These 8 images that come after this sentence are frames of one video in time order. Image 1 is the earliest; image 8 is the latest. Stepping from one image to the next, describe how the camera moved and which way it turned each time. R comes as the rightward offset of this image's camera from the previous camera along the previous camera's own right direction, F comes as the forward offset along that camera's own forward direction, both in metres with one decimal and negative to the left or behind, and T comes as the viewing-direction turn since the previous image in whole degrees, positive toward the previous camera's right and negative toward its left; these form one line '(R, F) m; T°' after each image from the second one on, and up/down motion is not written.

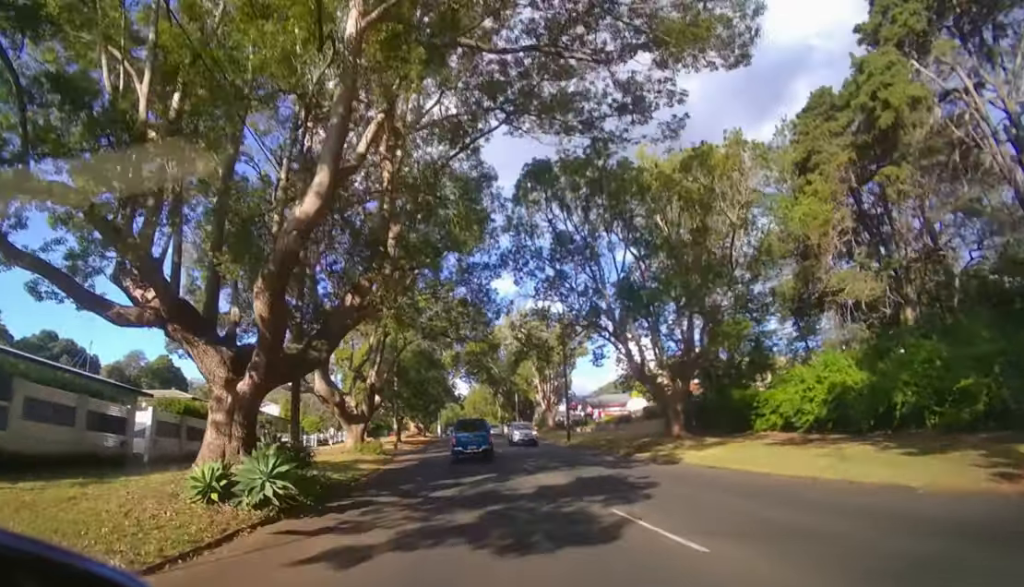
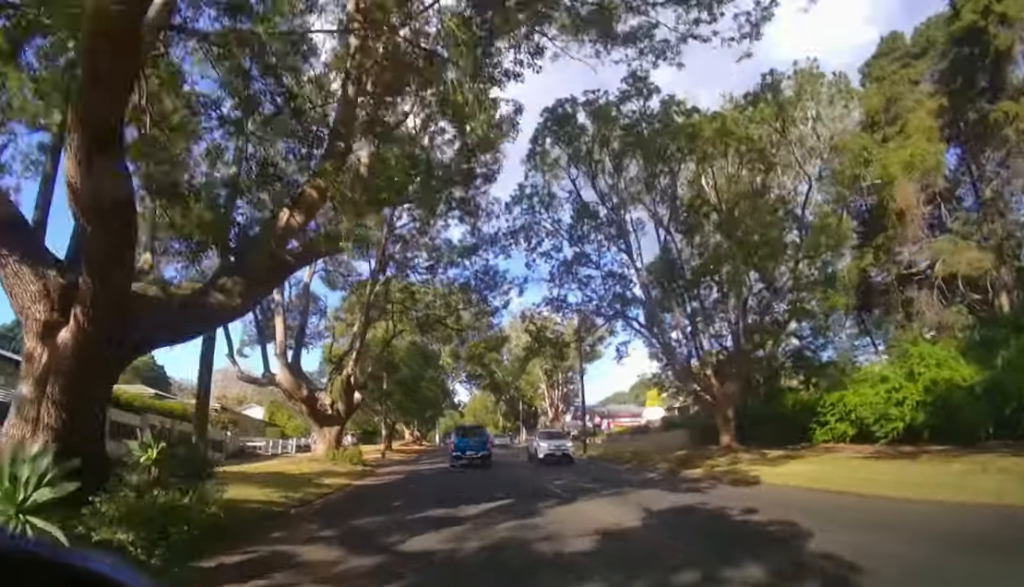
(0.0, +5.5) m; 0°
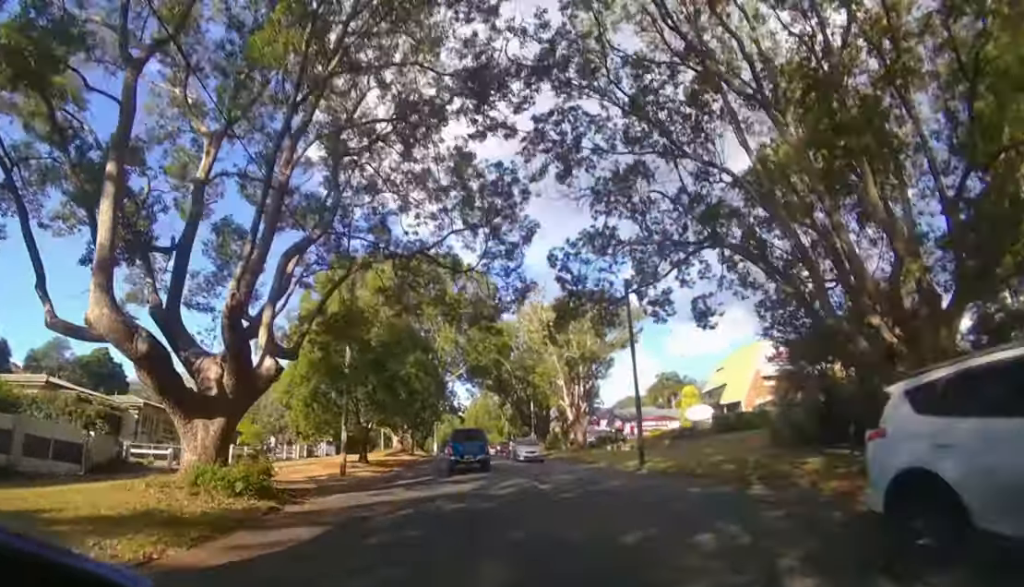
(-0.1, +11.3) m; -1°
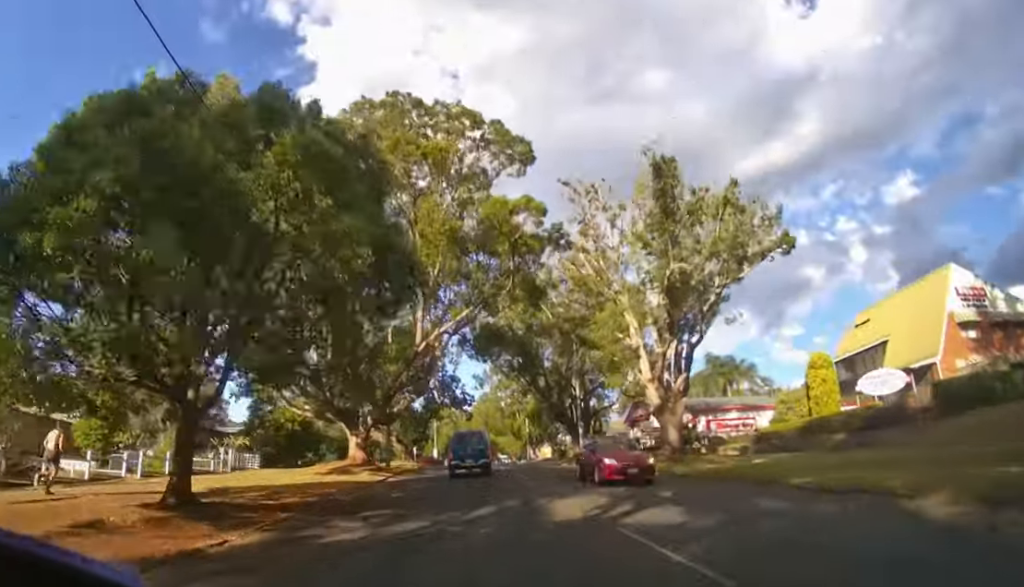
(0.0, +23.5) m; 0°
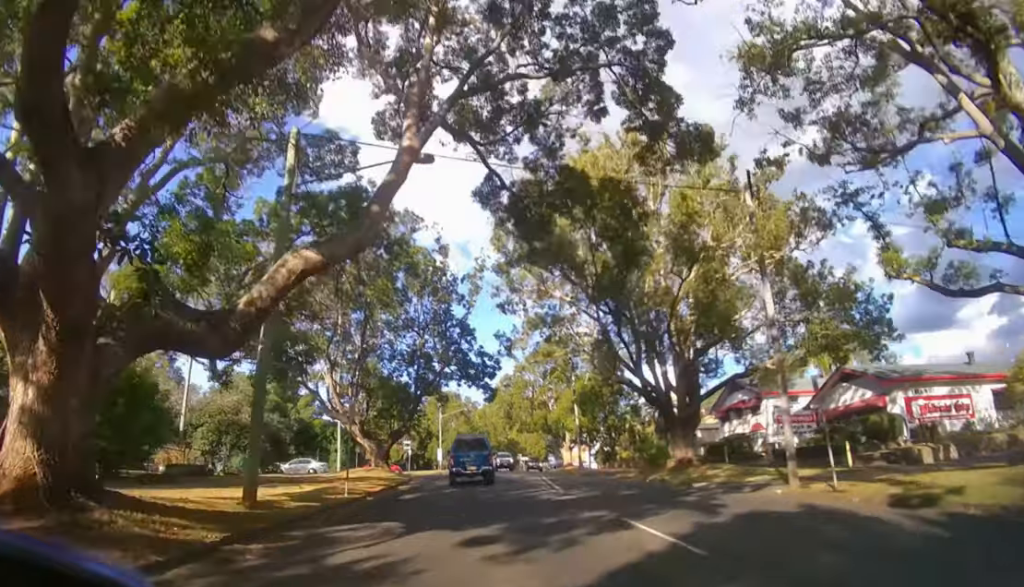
(-0.3, +21.7) m; -2°
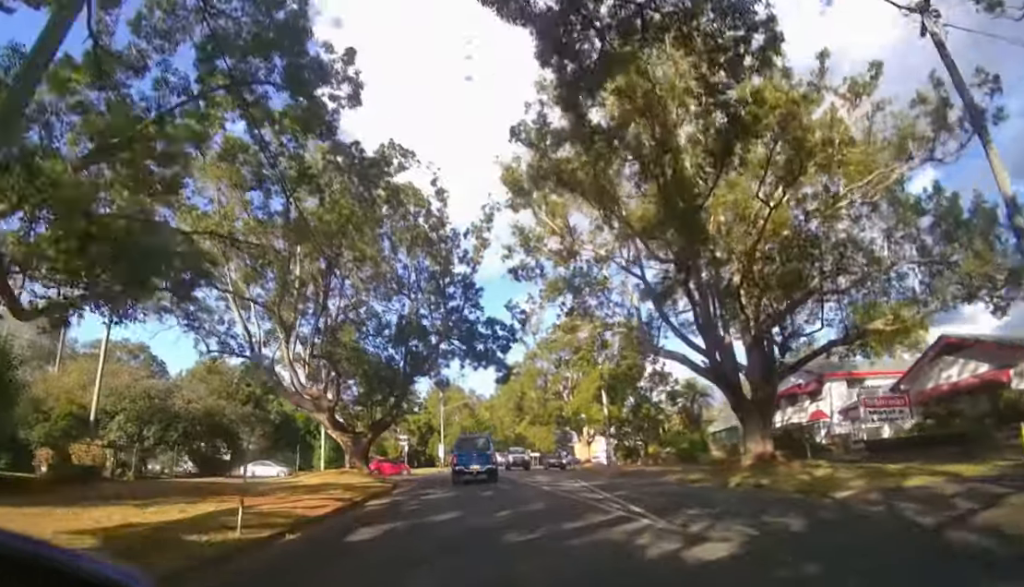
(-0.1, +6.5) m; -1°
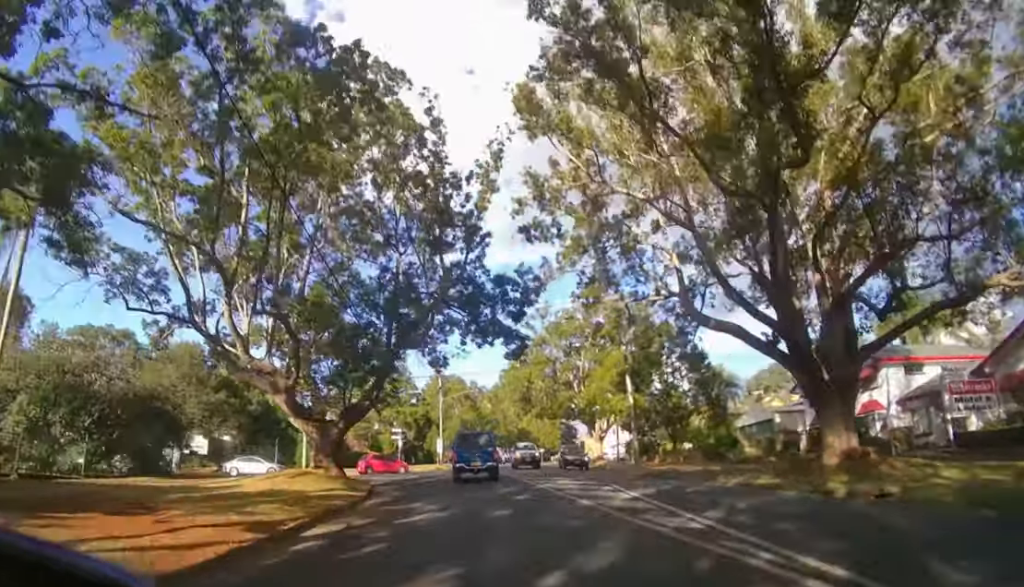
(0.0, +4.6) m; 0°
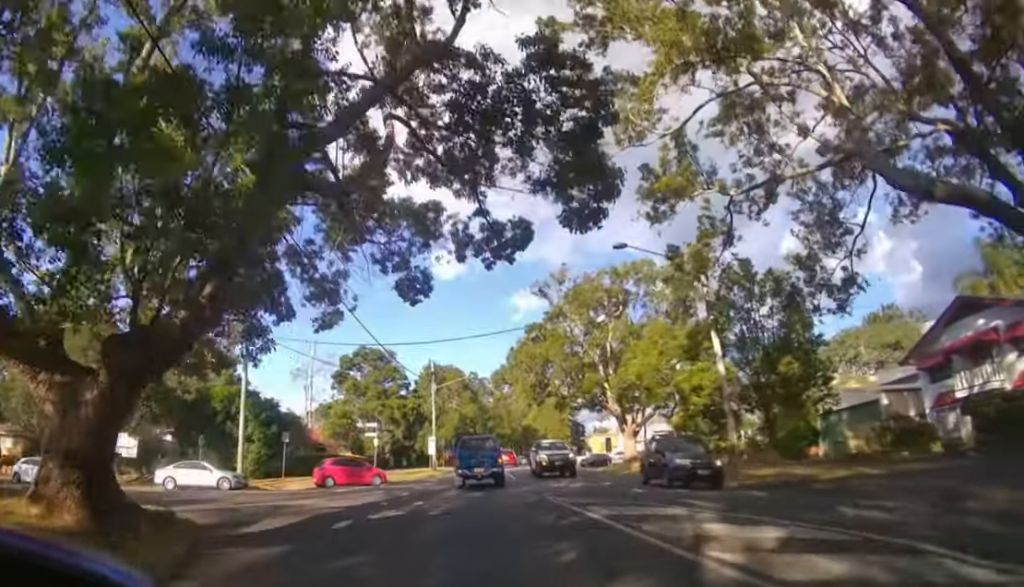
(0.0, +10.6) m; 0°
